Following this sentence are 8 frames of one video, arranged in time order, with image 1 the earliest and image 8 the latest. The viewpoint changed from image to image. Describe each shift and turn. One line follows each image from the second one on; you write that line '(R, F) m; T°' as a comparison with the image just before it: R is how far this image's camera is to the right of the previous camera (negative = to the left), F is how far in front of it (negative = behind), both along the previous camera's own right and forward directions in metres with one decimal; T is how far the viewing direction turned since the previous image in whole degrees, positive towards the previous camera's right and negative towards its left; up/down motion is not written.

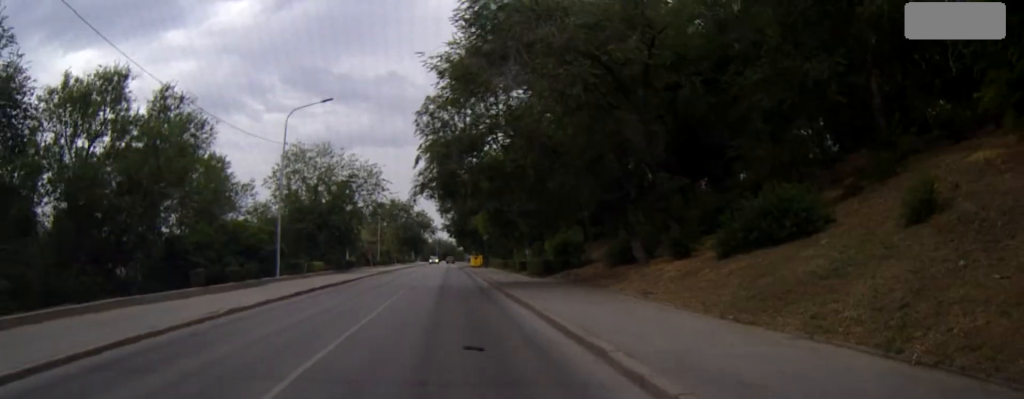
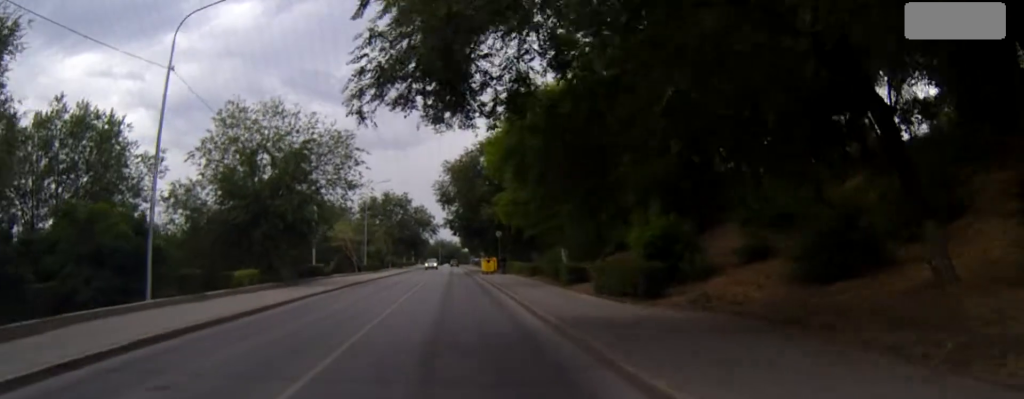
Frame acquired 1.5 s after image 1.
(-0.1, +19.9) m; -1°
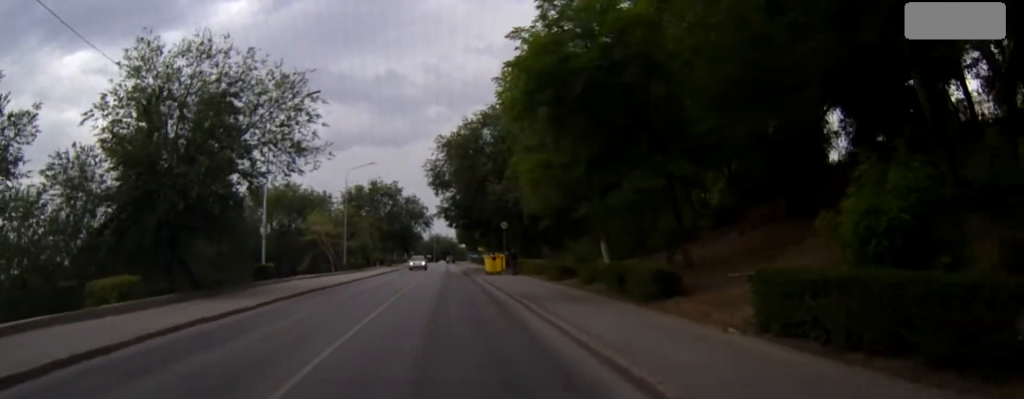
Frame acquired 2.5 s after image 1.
(0.0, +13.7) m; 0°
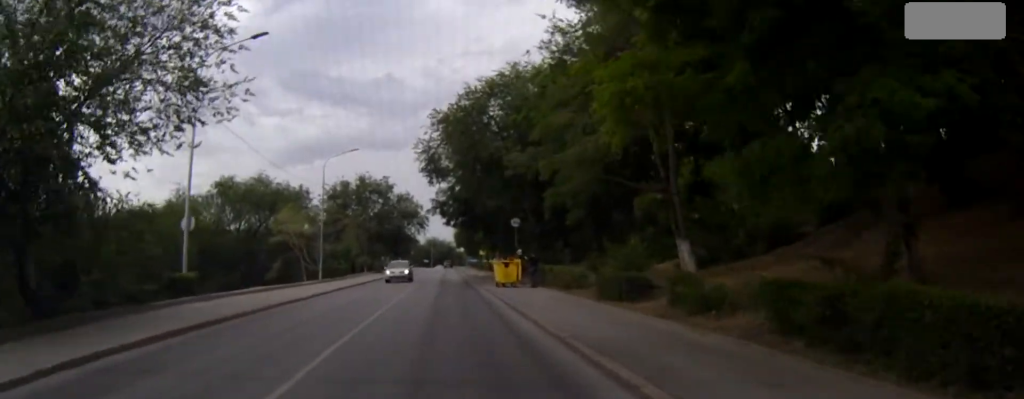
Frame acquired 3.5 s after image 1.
(0.0, +12.3) m; 0°
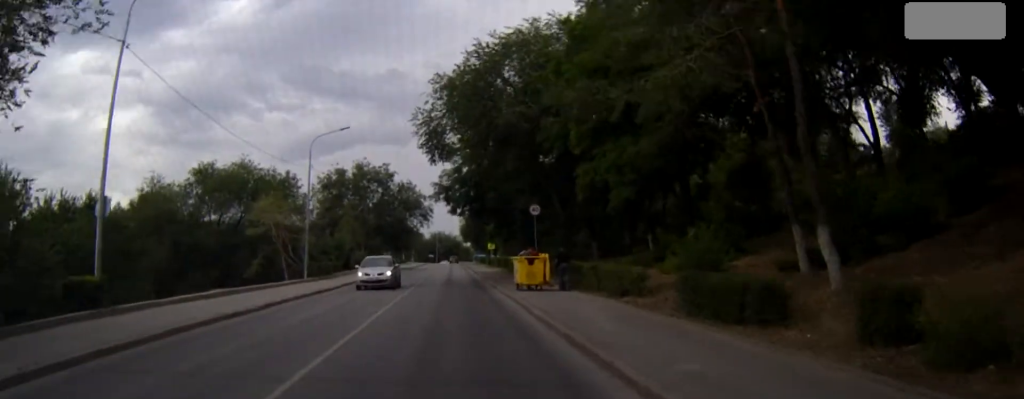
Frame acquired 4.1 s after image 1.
(0.0, +8.2) m; 0°
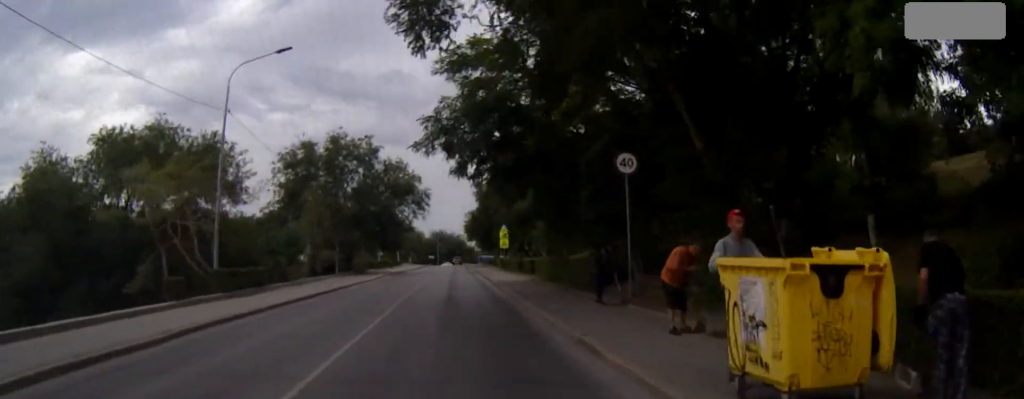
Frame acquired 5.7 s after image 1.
(-0.1, +21.0) m; 0°
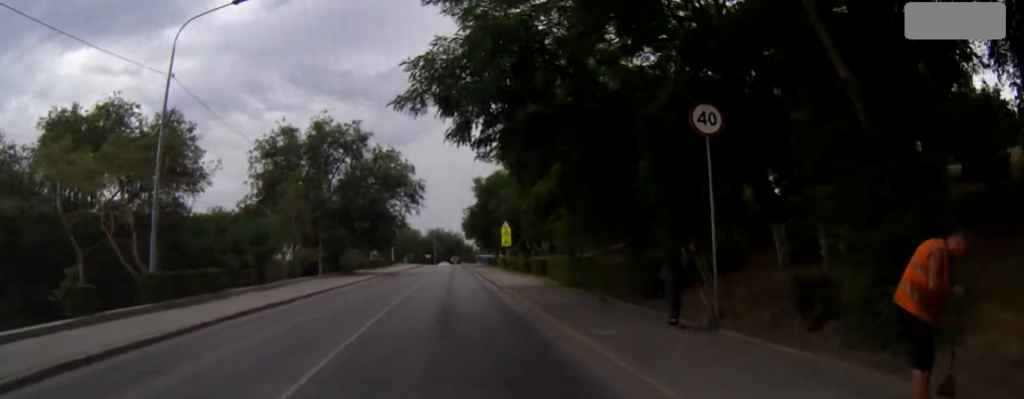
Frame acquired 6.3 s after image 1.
(+0.1, +6.8) m; 0°
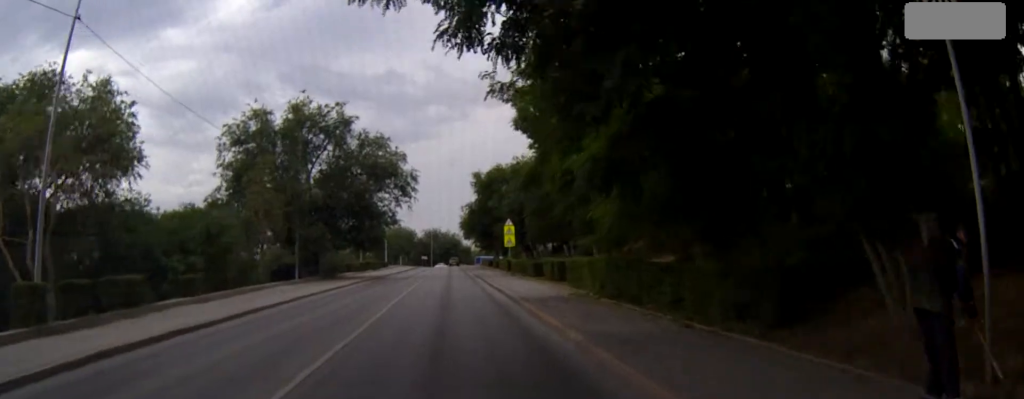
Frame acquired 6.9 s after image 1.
(0.0, +7.7) m; 0°
